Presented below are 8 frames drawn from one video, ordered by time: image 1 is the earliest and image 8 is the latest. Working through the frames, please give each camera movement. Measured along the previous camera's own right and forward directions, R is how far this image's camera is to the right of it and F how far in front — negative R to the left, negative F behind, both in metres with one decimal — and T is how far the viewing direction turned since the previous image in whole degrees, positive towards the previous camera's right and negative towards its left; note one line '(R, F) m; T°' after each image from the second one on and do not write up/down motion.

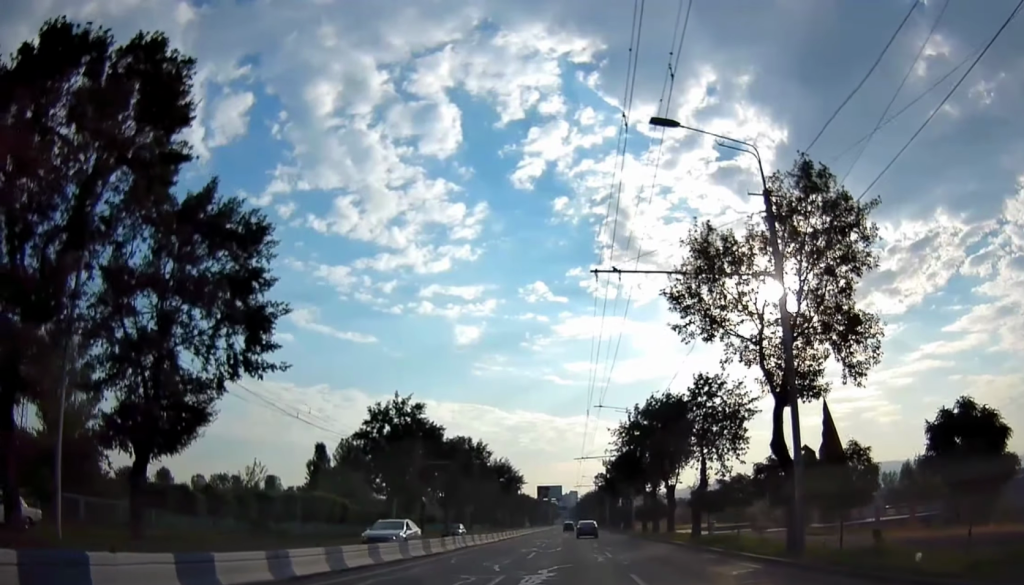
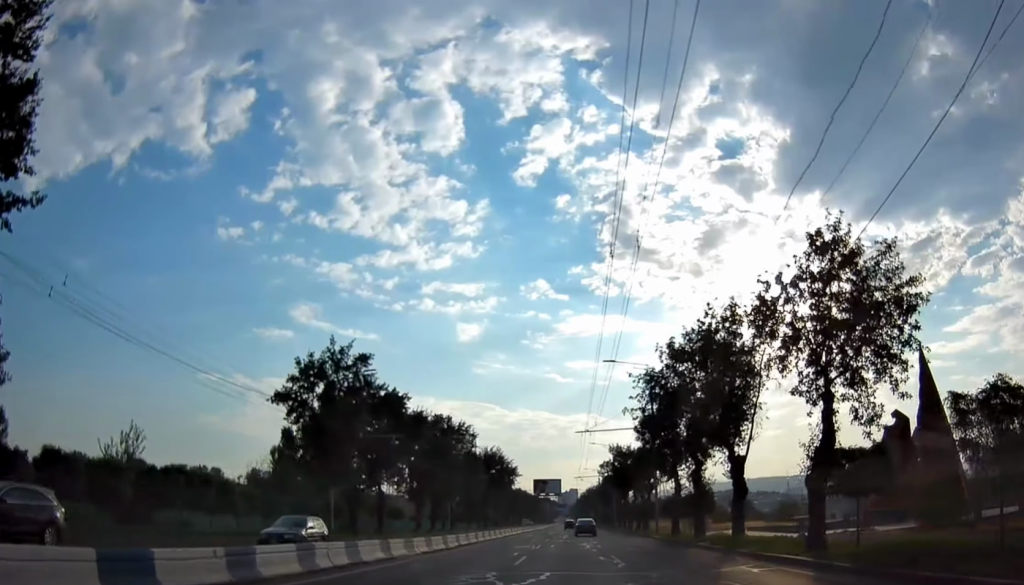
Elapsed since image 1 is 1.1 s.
(+0.4, +17.5) m; +1°
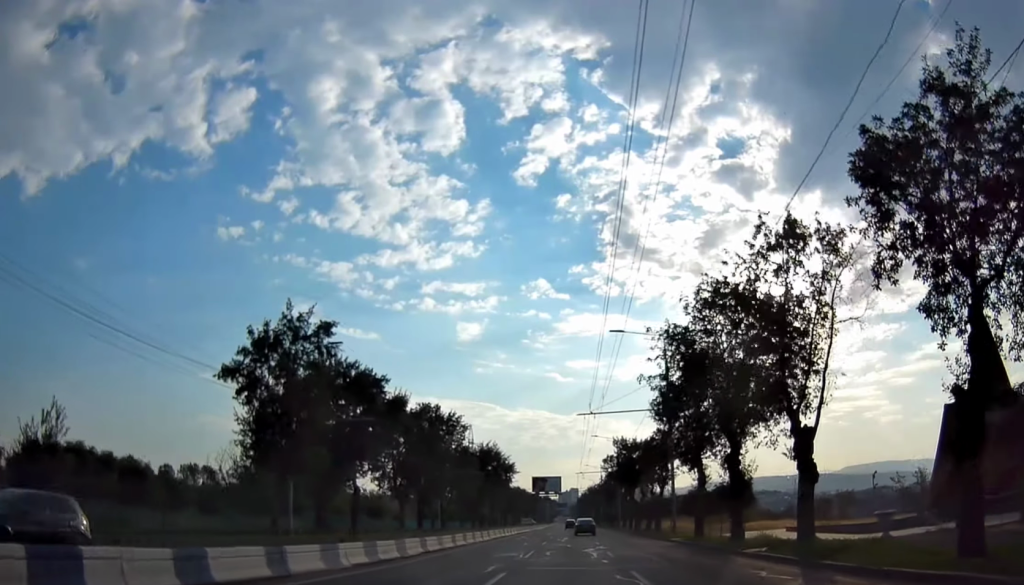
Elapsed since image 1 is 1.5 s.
(-0.2, +7.6) m; 0°
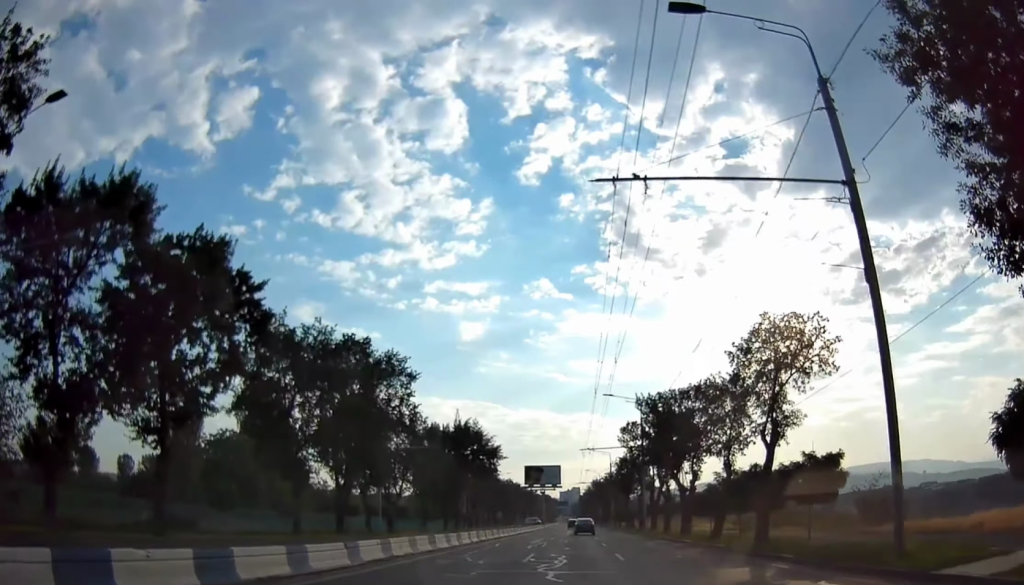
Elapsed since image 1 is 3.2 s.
(+0.5, +27.5) m; +1°
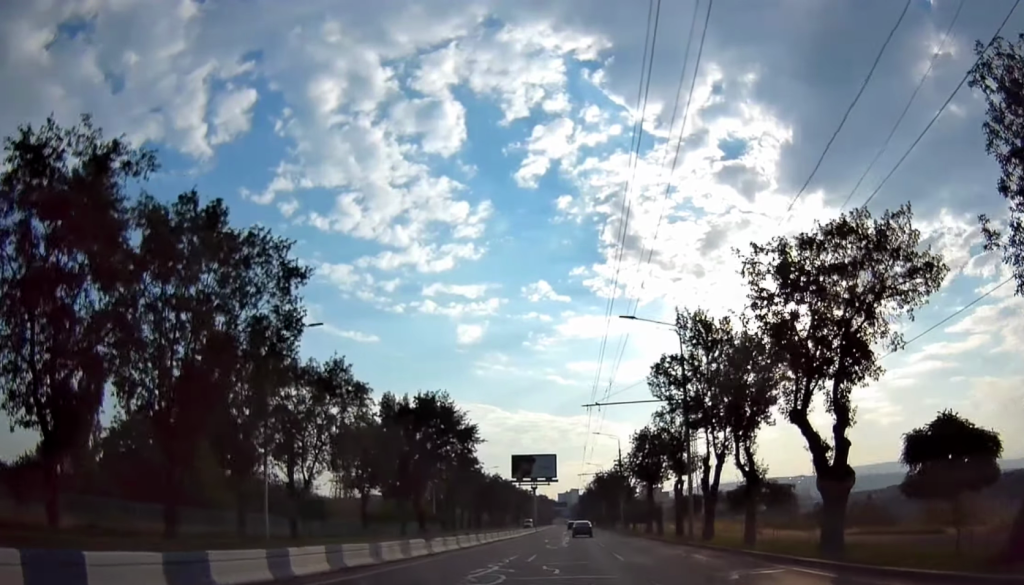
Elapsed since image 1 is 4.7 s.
(+0.1, +22.7) m; -2°
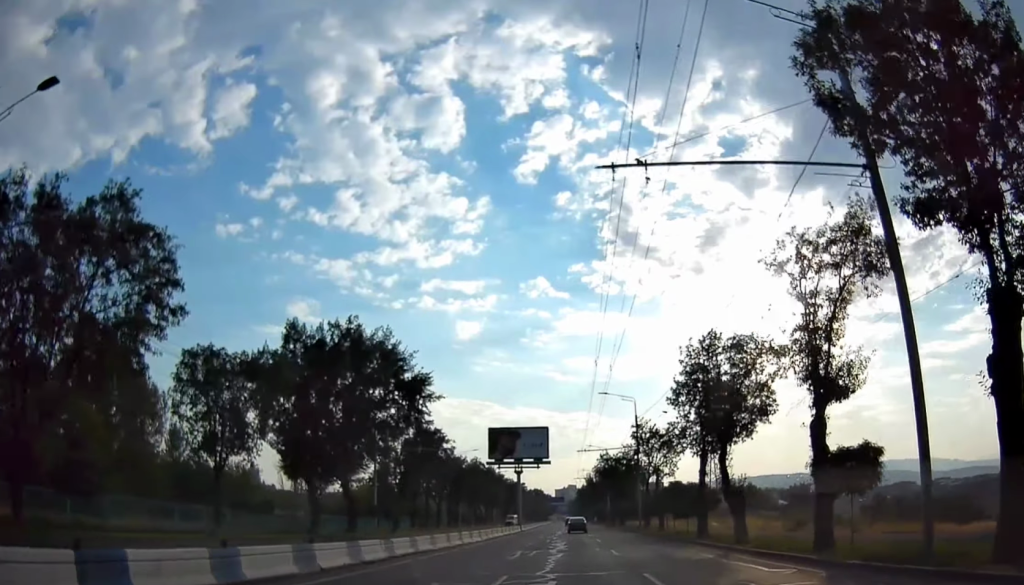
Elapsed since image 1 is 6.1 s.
(-0.3, +24.1) m; +1°
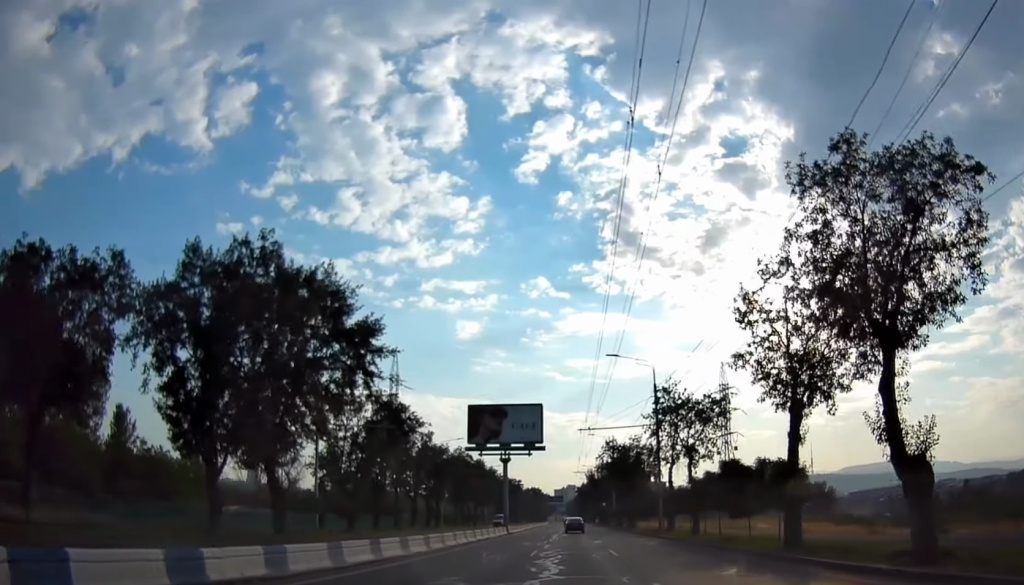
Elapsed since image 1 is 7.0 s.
(+0.3, +13.8) m; 0°
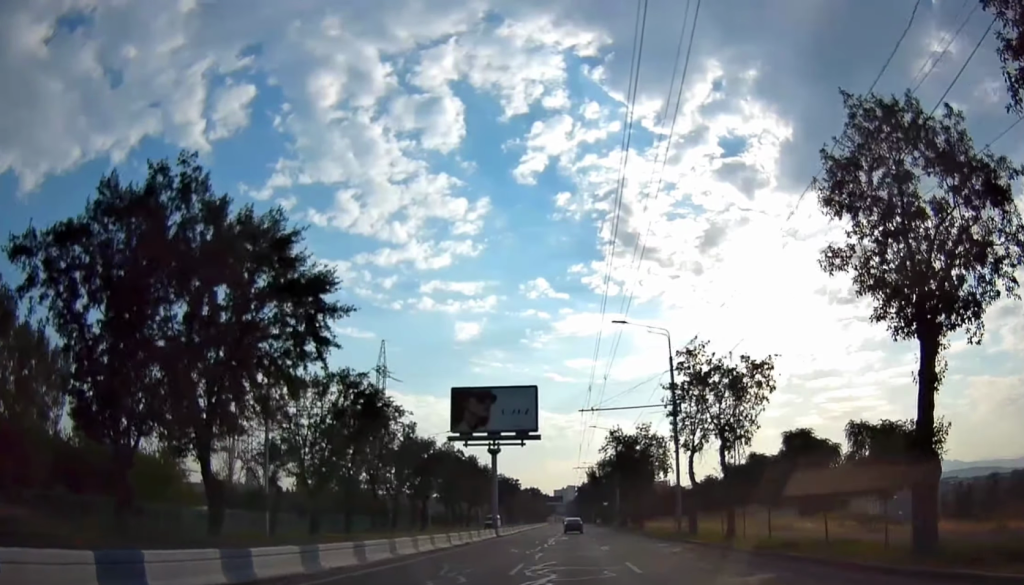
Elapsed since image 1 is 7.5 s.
(+0.1, +7.9) m; -1°
